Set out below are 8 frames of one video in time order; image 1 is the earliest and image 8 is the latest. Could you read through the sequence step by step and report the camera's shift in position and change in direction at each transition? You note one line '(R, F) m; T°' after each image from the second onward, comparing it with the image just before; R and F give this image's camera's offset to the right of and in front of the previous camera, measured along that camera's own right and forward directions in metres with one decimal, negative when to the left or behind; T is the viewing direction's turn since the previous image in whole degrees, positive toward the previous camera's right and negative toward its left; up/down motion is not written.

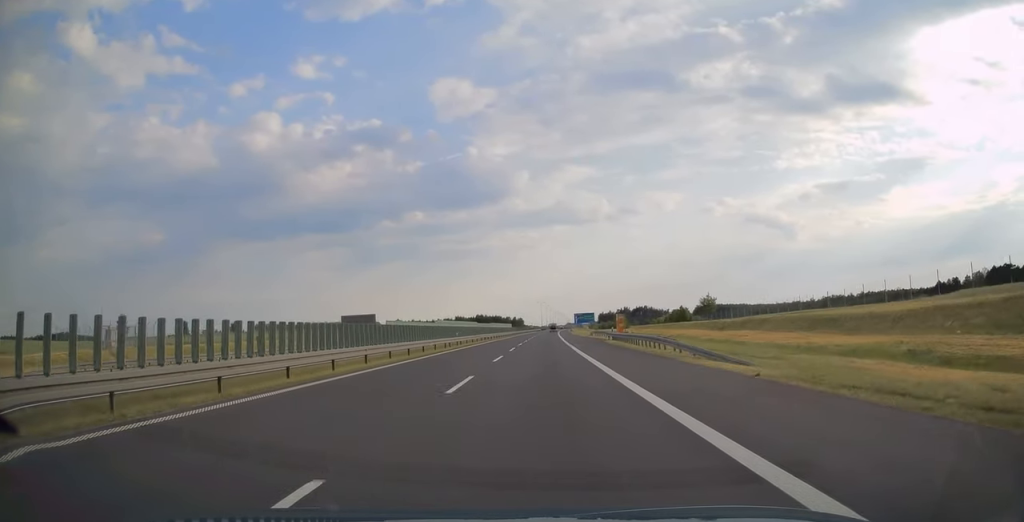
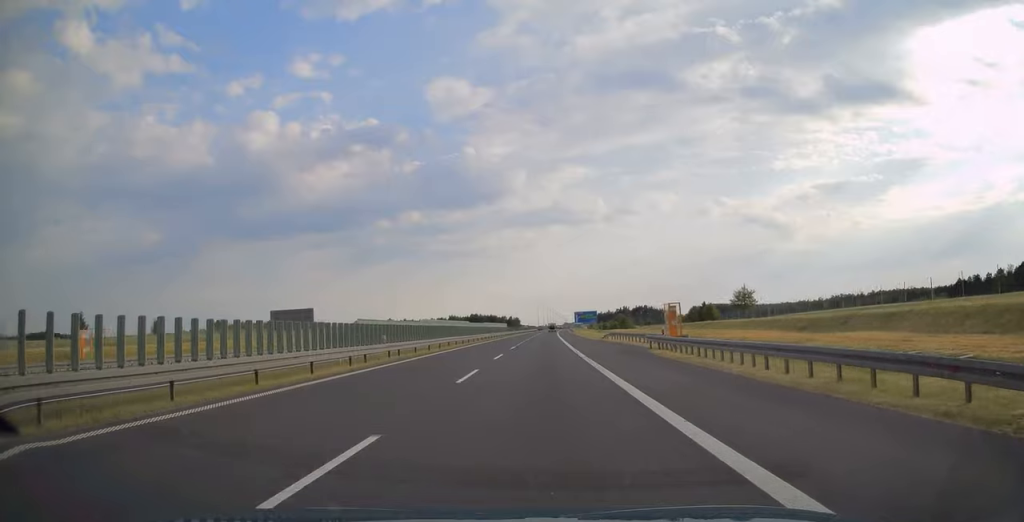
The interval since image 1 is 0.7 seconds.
(+0.1, +21.7) m; 0°
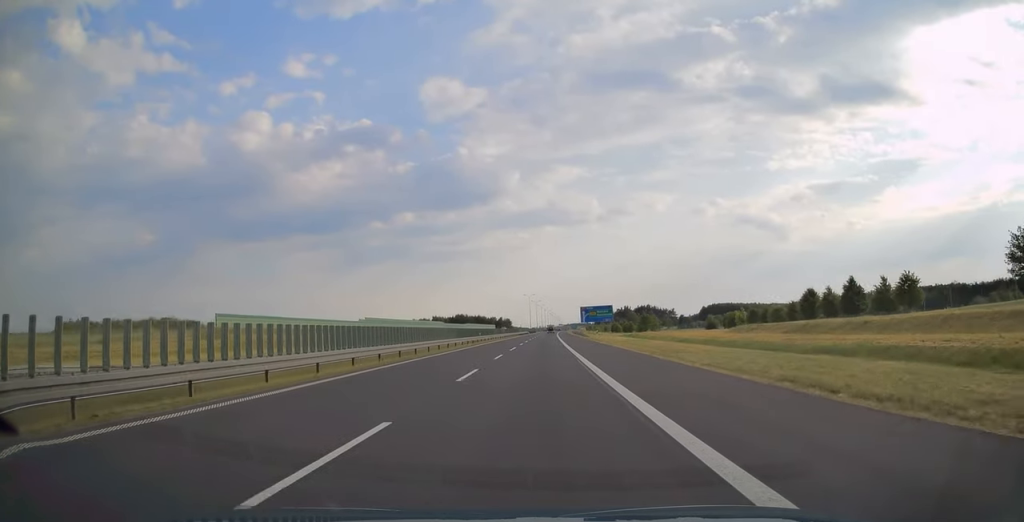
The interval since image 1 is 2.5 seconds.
(+0.4, +58.6) m; +1°
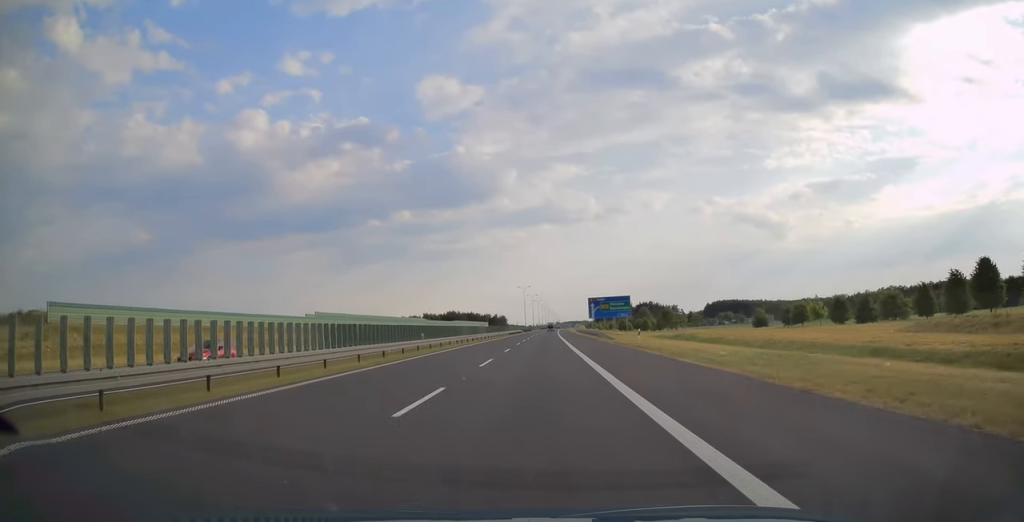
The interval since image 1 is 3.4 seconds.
(+0.2, +30.9) m; 0°
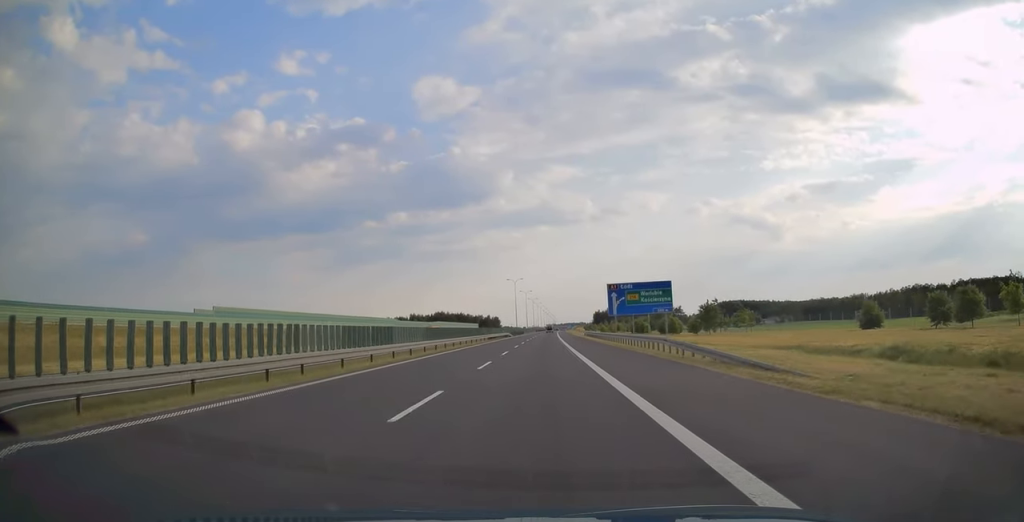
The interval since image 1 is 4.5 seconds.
(-0.1, +36.4) m; 0°
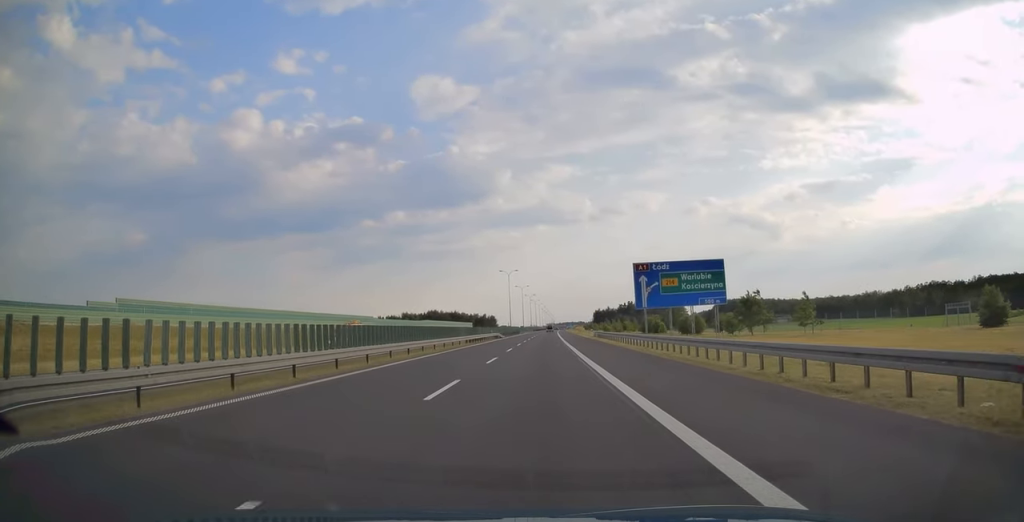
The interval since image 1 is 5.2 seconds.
(0.0, +20.7) m; 0°
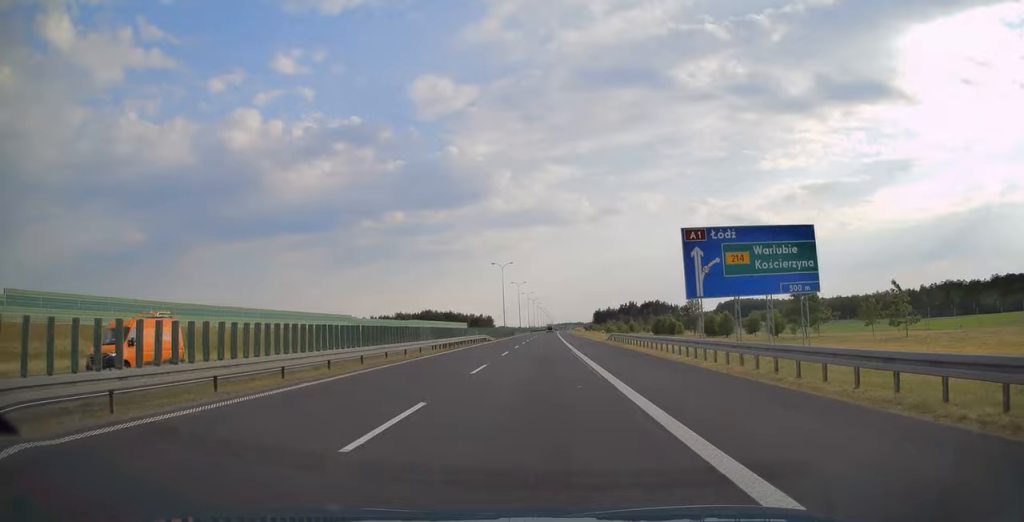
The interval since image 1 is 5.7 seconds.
(0.0, +16.9) m; 0°
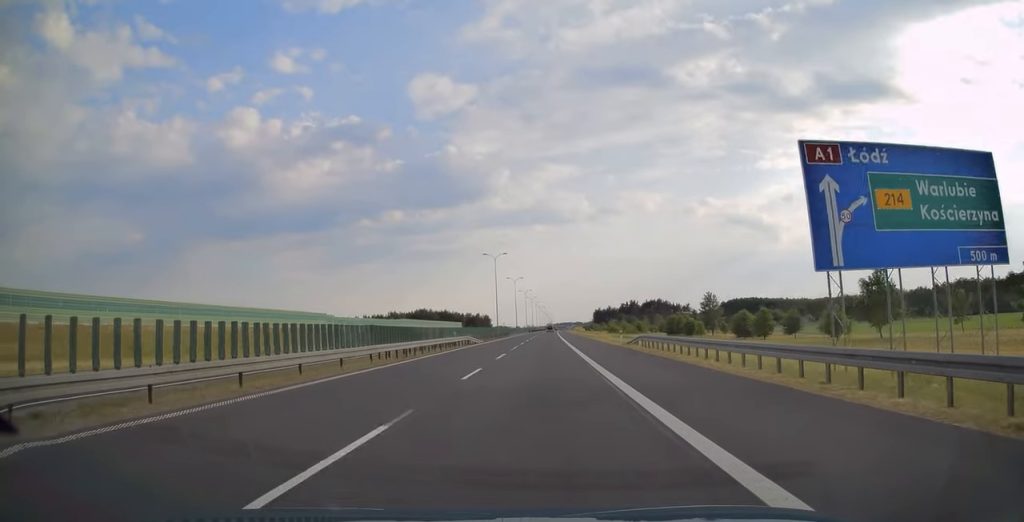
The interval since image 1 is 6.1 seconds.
(-0.1, +14.7) m; 0°
